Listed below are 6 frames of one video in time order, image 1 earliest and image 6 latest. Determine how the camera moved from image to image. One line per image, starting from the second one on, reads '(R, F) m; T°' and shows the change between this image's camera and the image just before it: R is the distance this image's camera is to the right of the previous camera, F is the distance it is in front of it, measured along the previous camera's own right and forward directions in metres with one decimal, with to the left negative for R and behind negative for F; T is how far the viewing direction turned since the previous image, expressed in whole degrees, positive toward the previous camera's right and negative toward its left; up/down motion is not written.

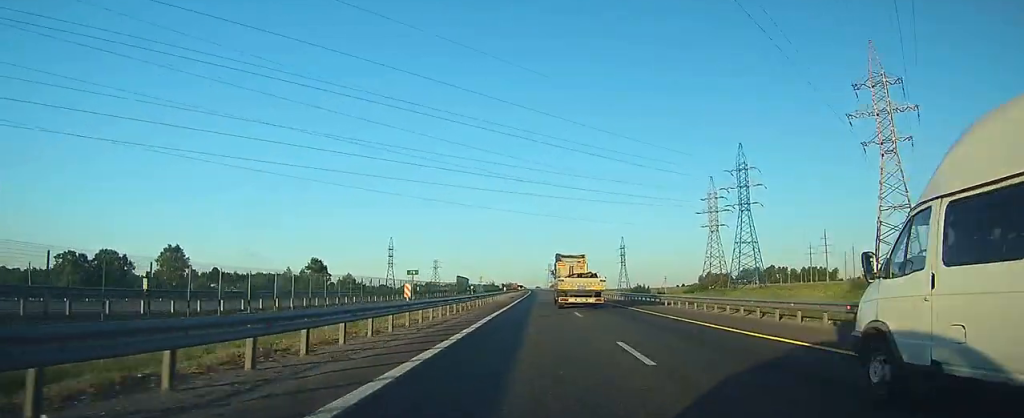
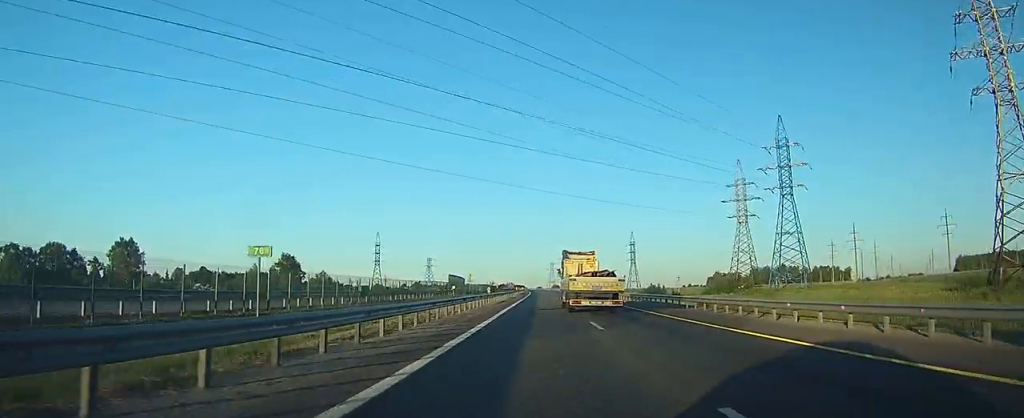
(-0.1, +23.4) m; 0°
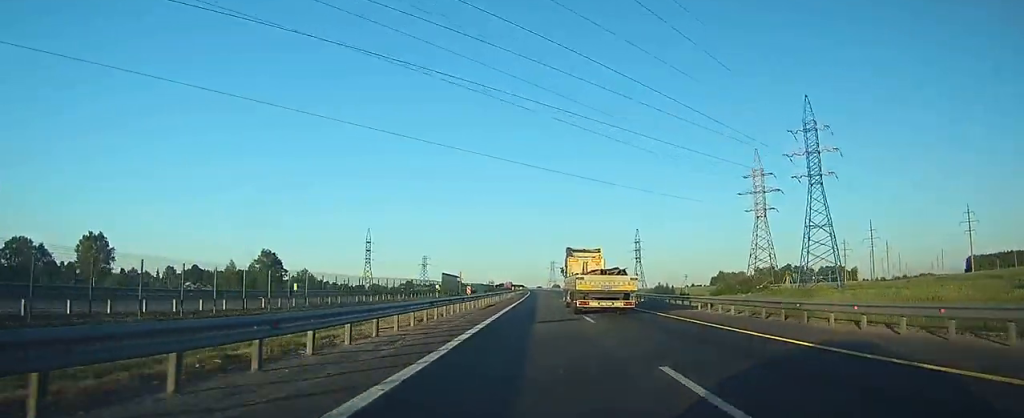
(0.0, +12.7) m; 0°
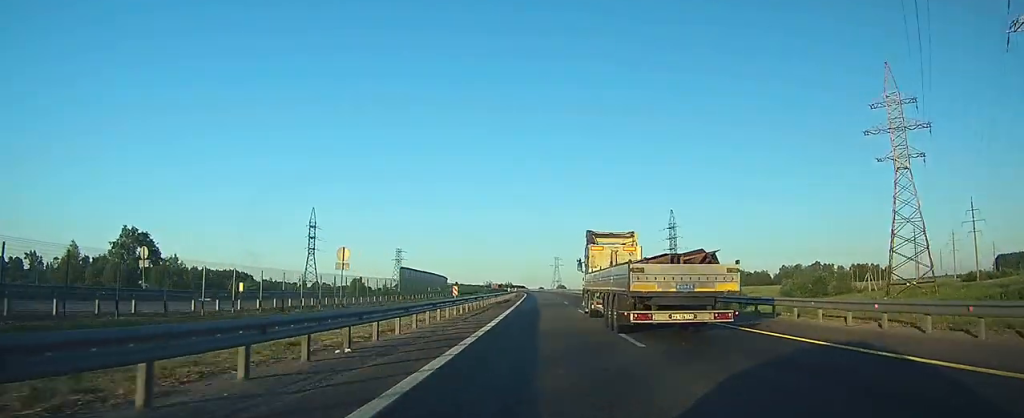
(+0.1, +56.8) m; 0°
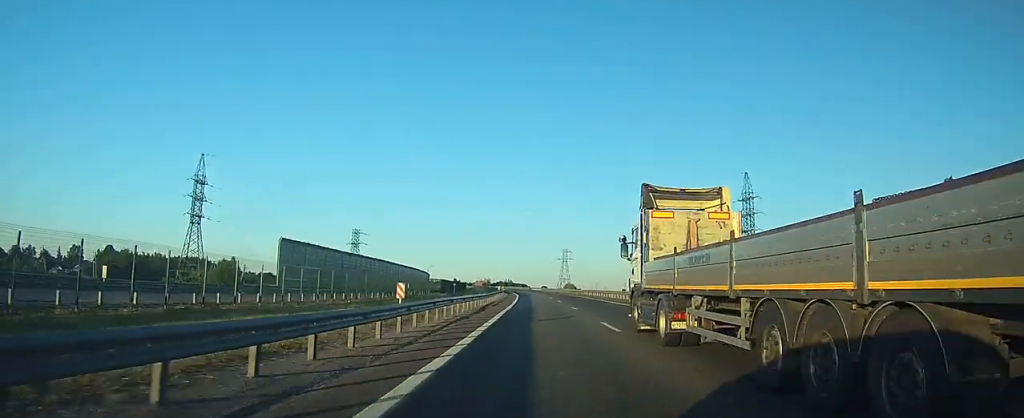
(-0.2, +59.8) m; -1°
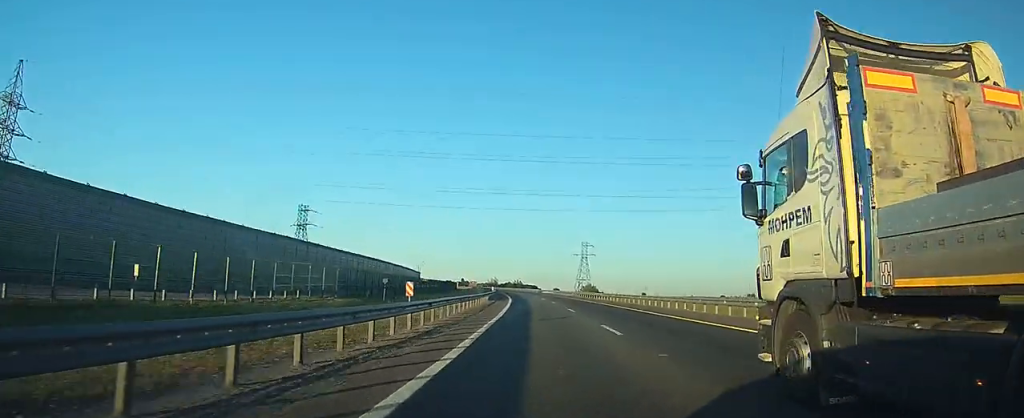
(-0.3, +48.3) m; -1°
